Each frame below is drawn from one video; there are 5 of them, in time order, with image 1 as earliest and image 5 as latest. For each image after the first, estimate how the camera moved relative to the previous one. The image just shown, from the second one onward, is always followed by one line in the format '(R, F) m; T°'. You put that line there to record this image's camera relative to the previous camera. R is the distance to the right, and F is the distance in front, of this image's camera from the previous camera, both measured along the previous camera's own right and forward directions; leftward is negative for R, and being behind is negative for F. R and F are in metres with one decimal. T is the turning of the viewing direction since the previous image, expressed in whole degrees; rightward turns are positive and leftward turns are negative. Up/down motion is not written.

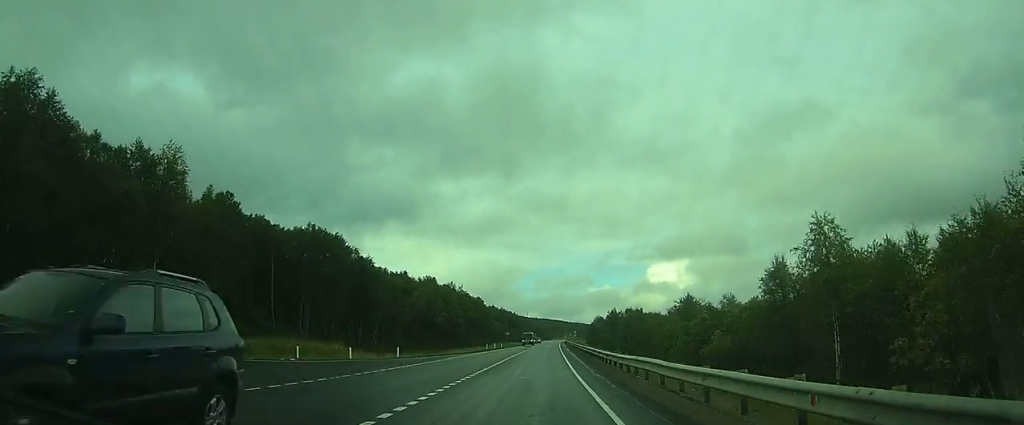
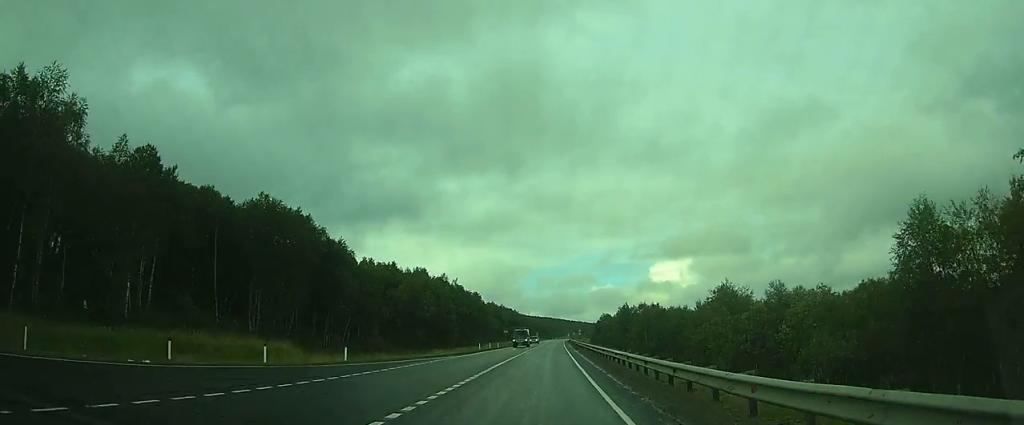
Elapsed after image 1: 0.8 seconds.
(0.0, +11.7) m; 0°
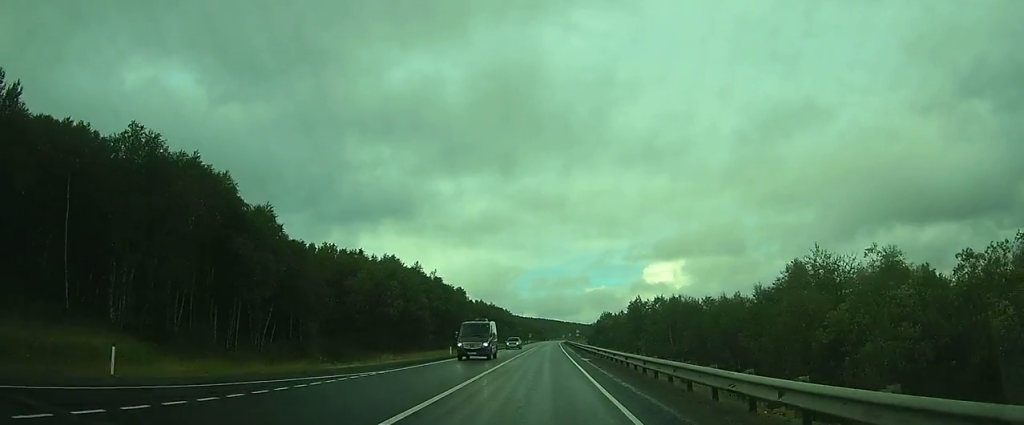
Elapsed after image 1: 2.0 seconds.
(0.0, +17.2) m; -1°
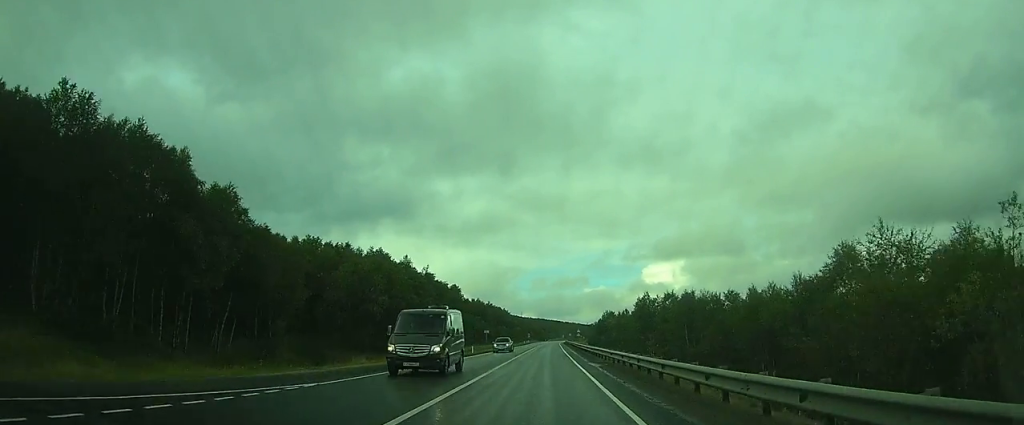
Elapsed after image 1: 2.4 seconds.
(-0.1, +6.5) m; 0°
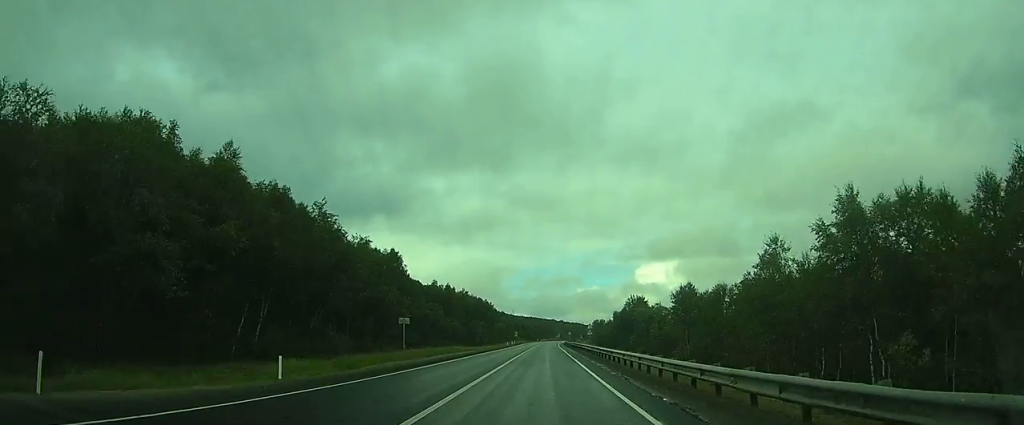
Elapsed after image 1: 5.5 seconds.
(+0.8, +45.7) m; +1°
